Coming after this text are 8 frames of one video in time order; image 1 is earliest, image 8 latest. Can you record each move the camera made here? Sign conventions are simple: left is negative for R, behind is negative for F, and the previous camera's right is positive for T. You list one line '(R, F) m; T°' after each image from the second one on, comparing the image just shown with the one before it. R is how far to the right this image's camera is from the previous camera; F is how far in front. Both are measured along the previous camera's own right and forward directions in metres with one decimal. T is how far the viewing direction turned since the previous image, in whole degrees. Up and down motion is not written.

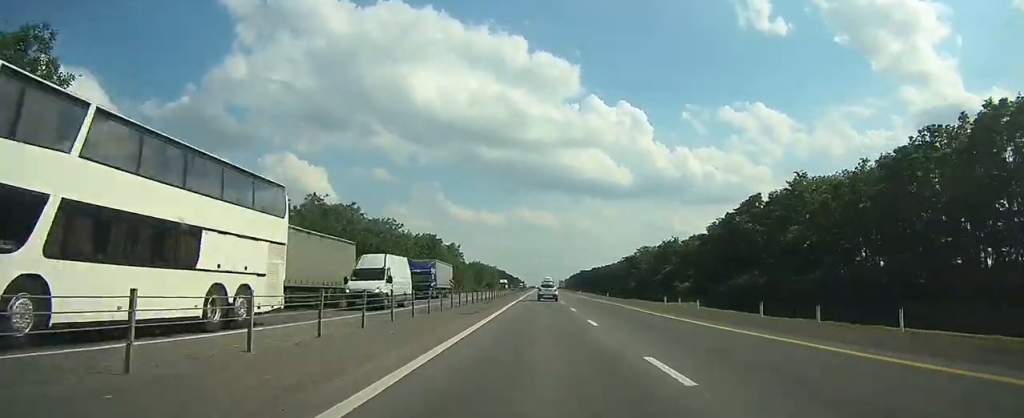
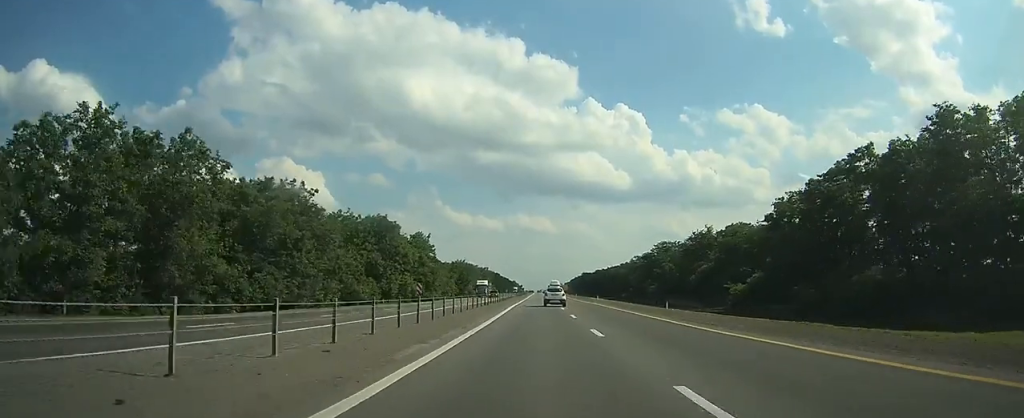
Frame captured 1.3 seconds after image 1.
(0.0, +38.8) m; 0°
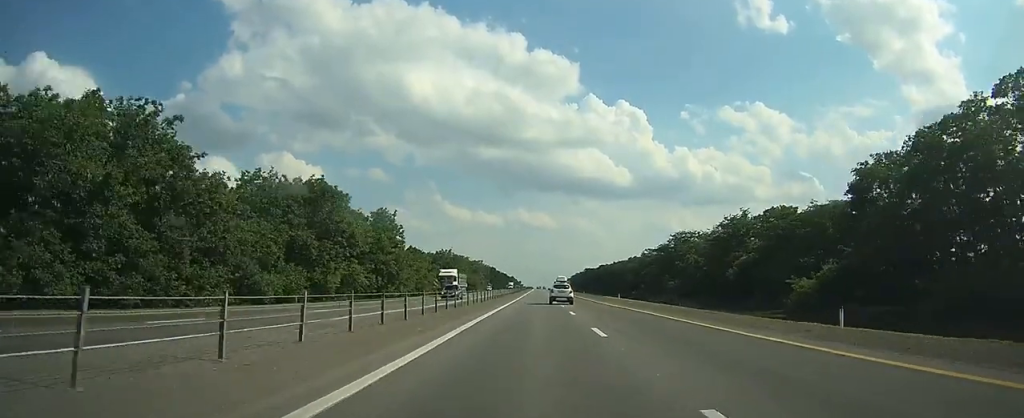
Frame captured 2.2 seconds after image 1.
(0.0, +25.8) m; 0°
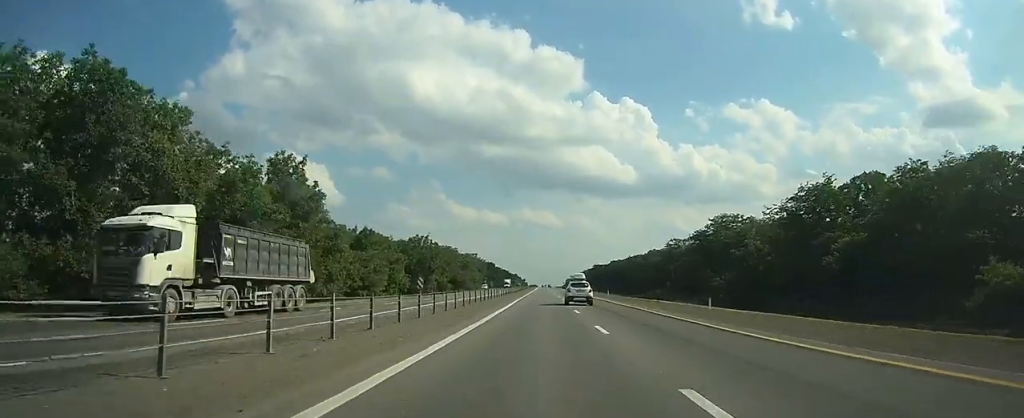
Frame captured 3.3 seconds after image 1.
(0.0, +34.7) m; 0°
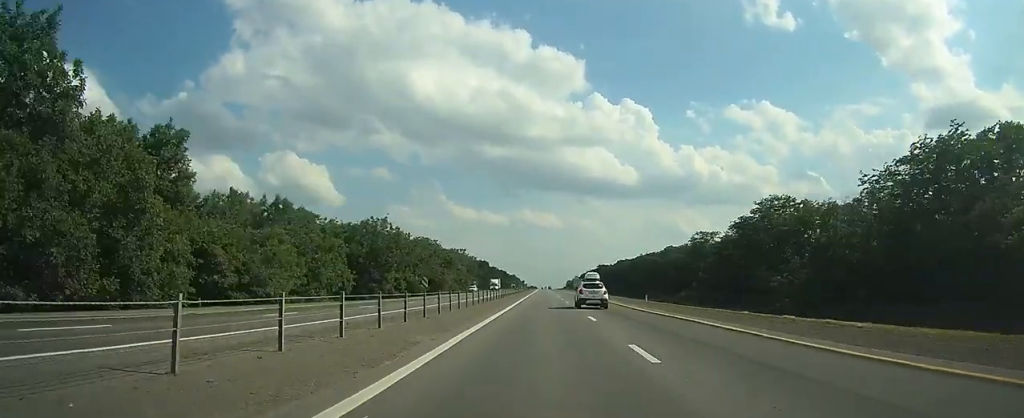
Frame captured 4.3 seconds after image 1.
(-0.1, +29.8) m; 0°
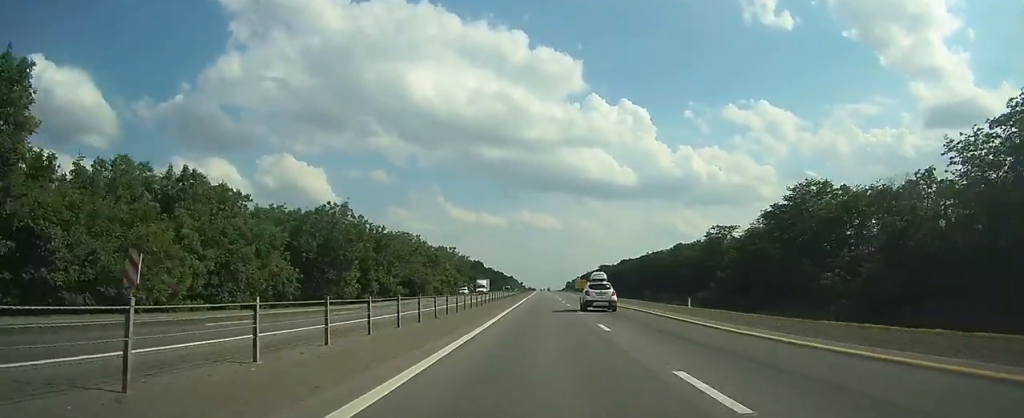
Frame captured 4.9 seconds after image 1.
(0.0, +15.9) m; 0°
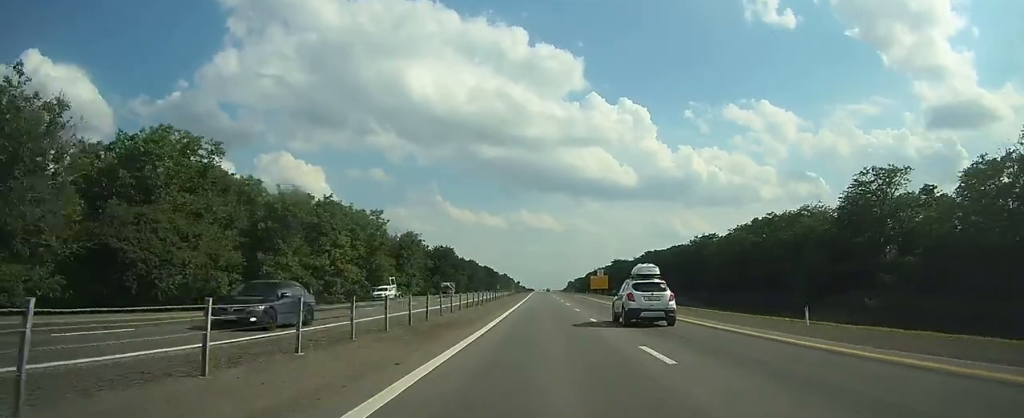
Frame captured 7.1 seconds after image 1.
(0.0, +67.2) m; 0°
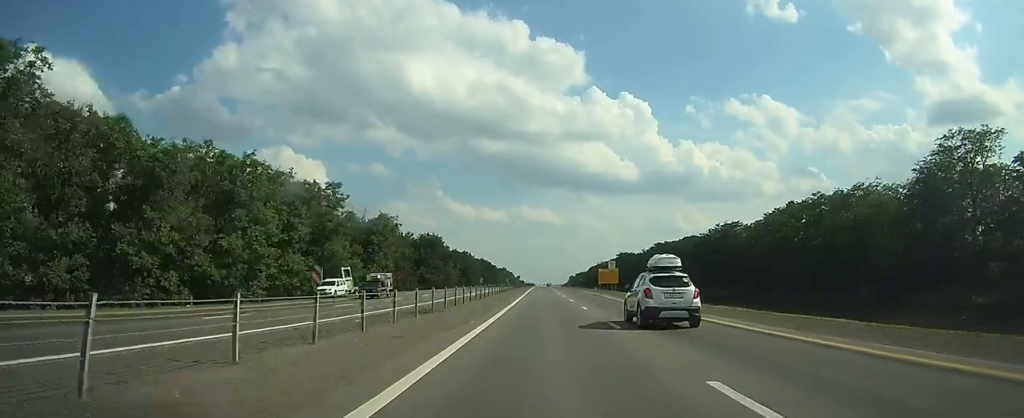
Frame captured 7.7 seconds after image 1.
(0.0, +17.2) m; 0°
